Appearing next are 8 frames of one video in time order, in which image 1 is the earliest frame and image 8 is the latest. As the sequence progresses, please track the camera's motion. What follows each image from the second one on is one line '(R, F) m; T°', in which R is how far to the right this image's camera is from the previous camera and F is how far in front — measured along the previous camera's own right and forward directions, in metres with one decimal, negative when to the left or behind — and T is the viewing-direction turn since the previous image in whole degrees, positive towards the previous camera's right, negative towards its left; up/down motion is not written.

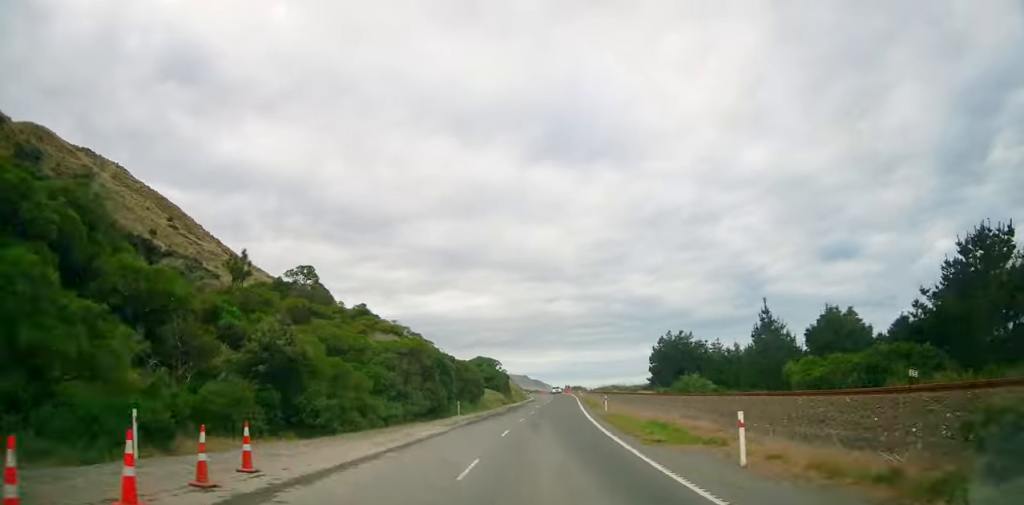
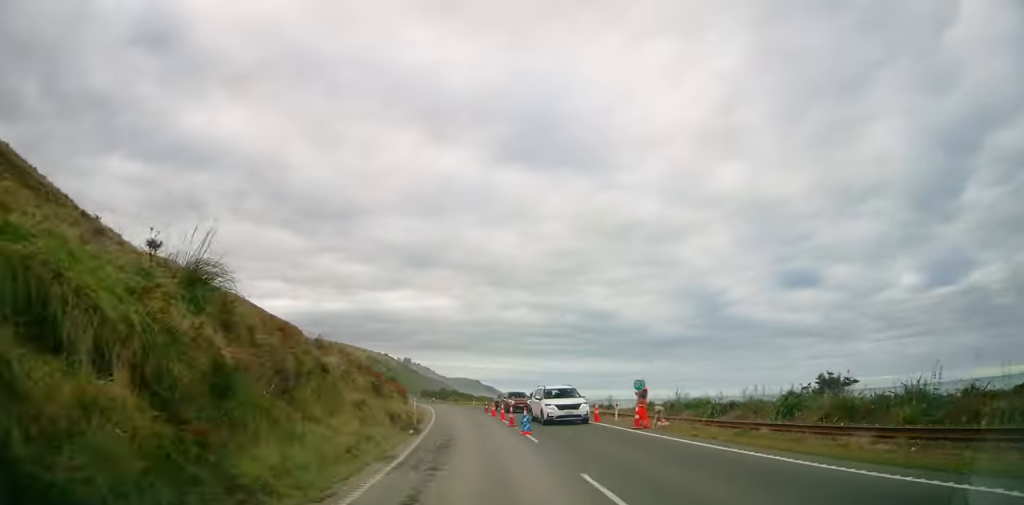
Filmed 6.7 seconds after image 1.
(+3.3, +103.8) m; -2°
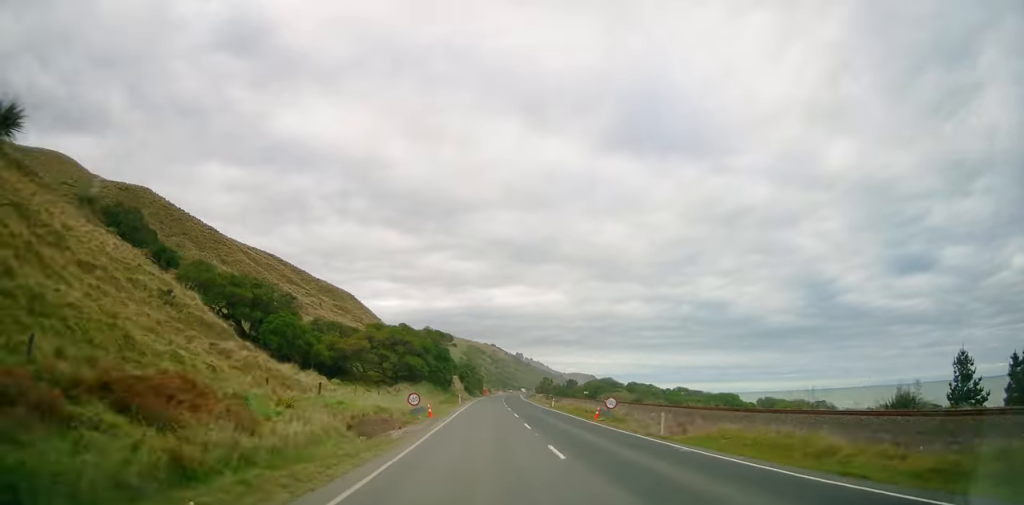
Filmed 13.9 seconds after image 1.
(-12.0, +129.3) m; -7°
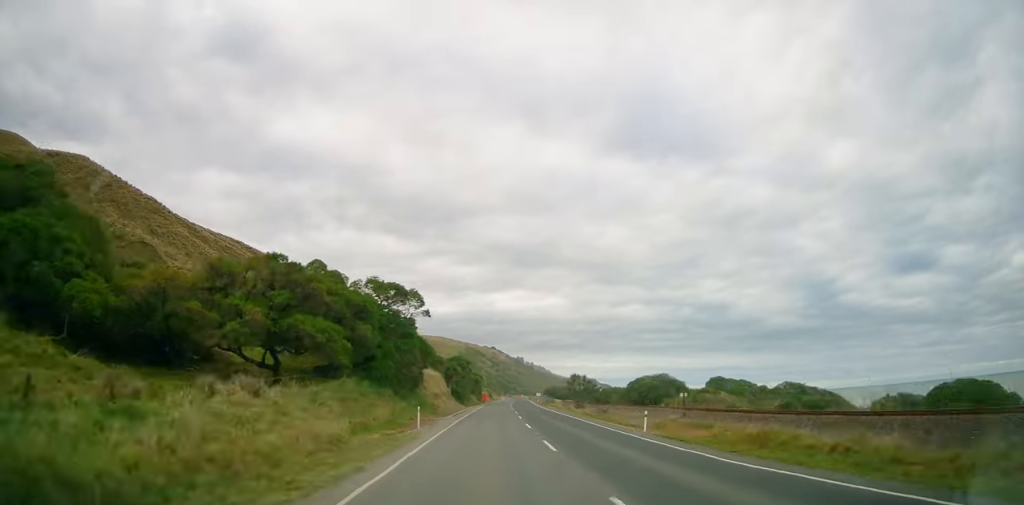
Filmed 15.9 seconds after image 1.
(0.0, +38.8) m; 0°
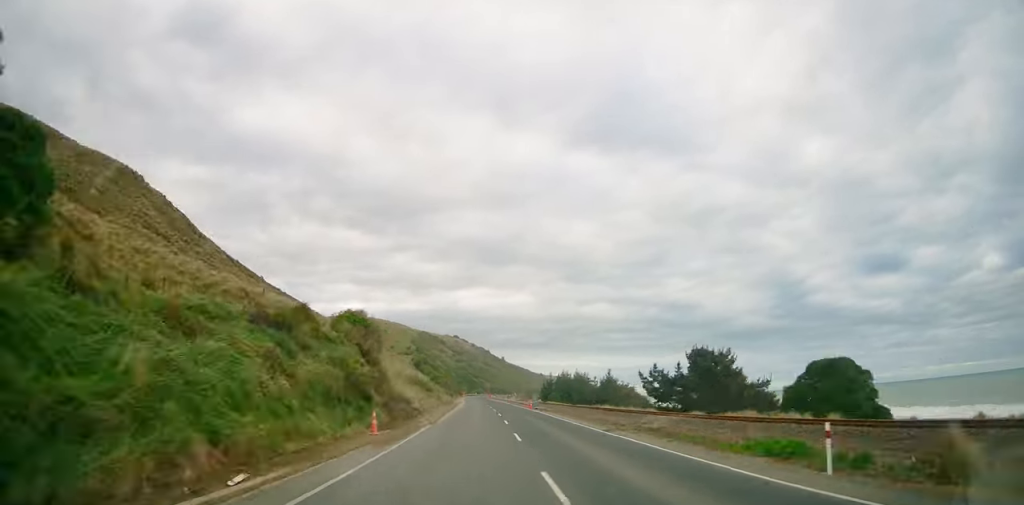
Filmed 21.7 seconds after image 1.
(+1.3, +115.9) m; 0°
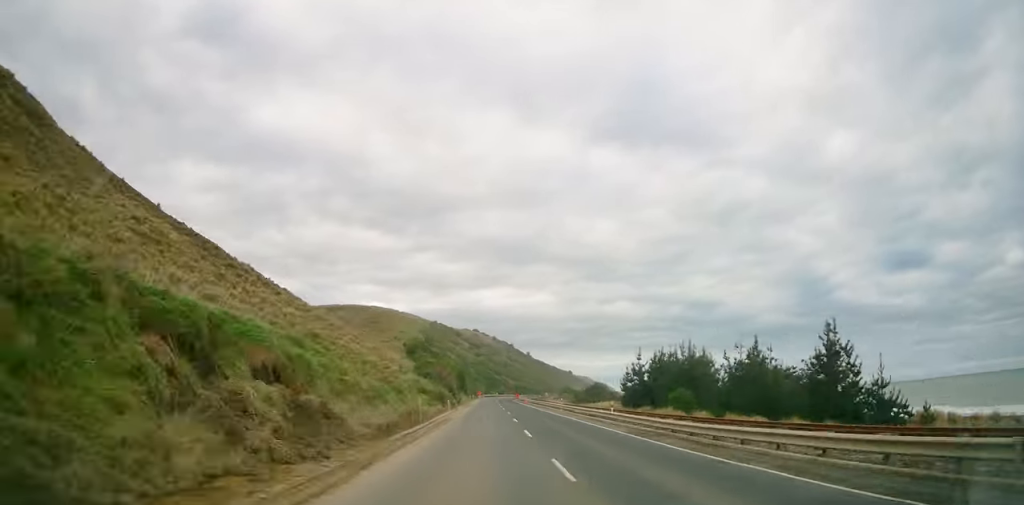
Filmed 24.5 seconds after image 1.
(-0.5, +56.4) m; 0°
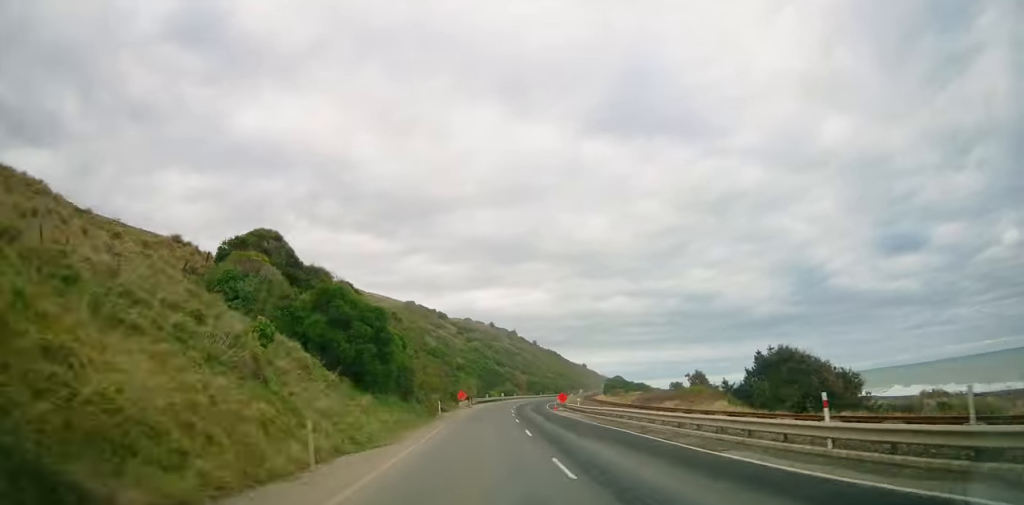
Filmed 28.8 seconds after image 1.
(+0.1, +85.5) m; +3°
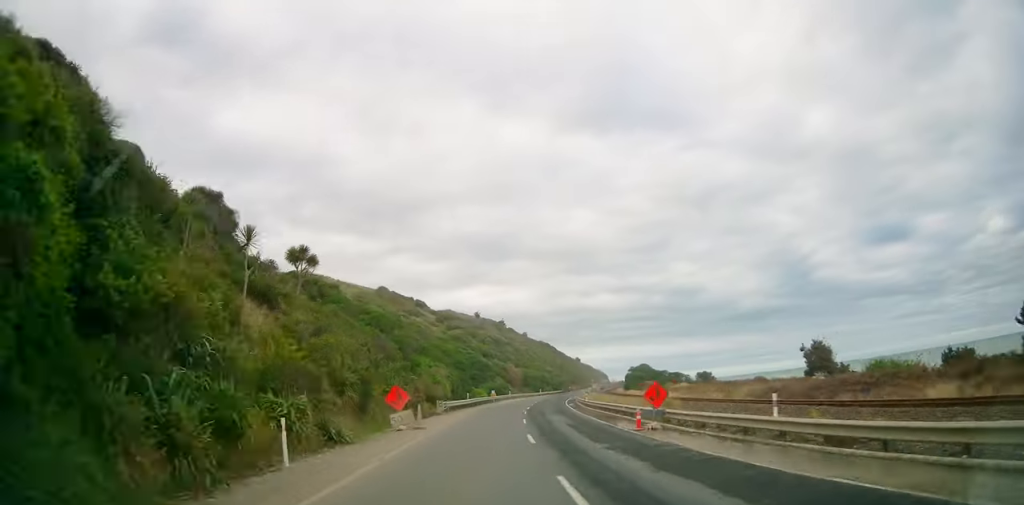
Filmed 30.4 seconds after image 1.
(-0.1, +31.7) m; +2°
